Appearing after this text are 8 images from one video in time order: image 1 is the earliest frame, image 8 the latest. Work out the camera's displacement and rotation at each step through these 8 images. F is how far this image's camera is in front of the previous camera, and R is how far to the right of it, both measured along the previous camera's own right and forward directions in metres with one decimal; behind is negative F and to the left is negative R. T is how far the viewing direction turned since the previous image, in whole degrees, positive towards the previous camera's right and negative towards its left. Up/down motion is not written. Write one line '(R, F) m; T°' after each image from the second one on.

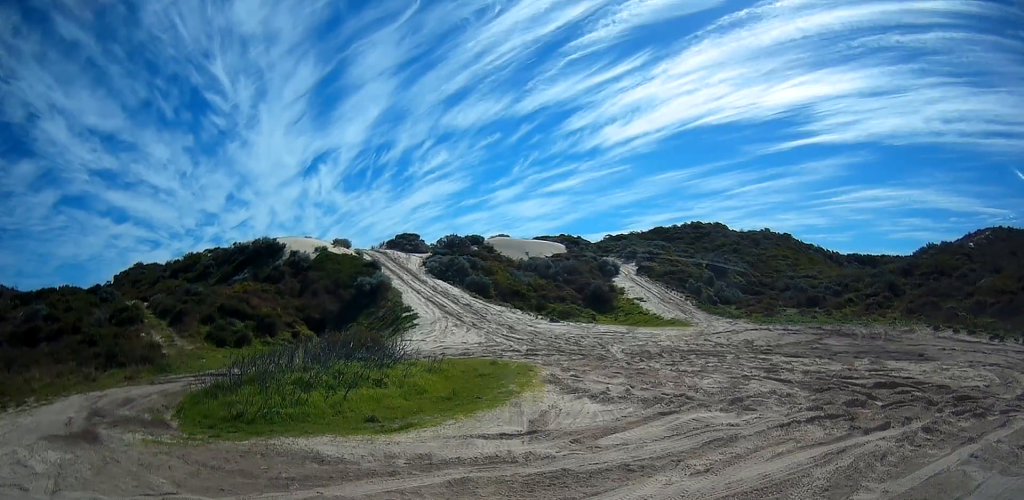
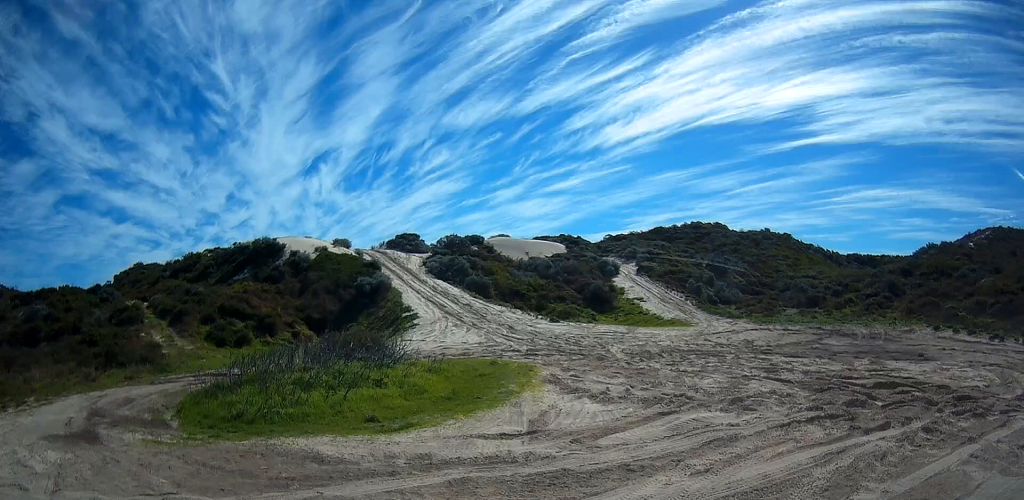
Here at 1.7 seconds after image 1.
(+0.1, +0.1) m; 0°
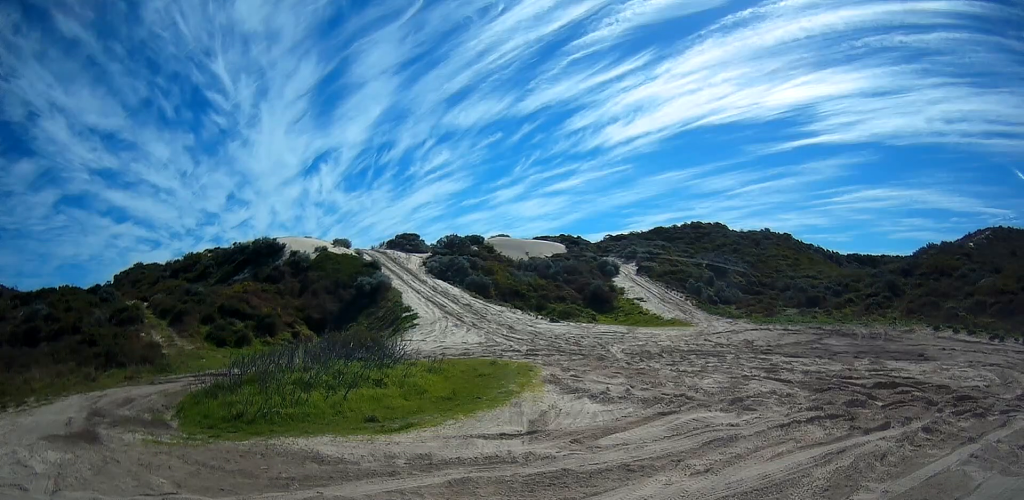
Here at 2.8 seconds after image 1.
(0.0, 0.0) m; 0°
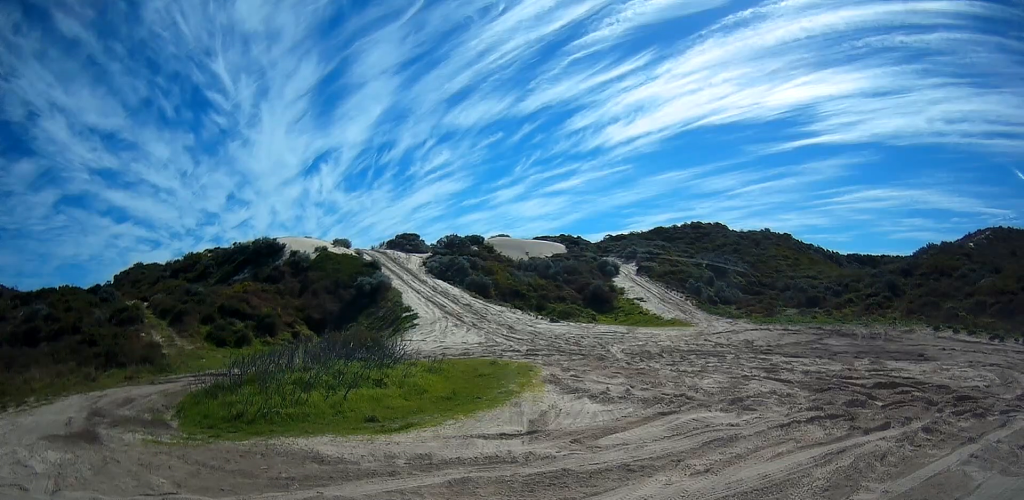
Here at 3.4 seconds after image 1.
(0.0, 0.0) m; 0°
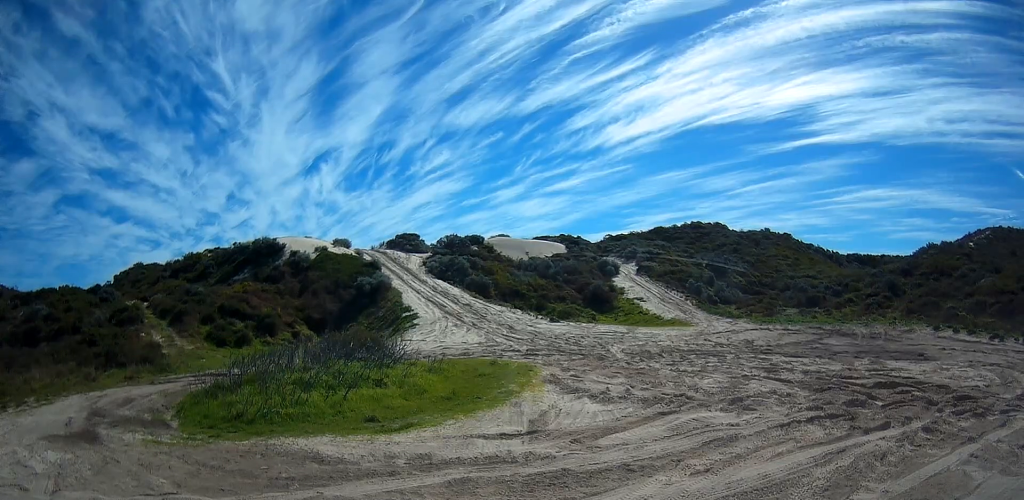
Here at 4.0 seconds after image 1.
(0.0, 0.0) m; 0°
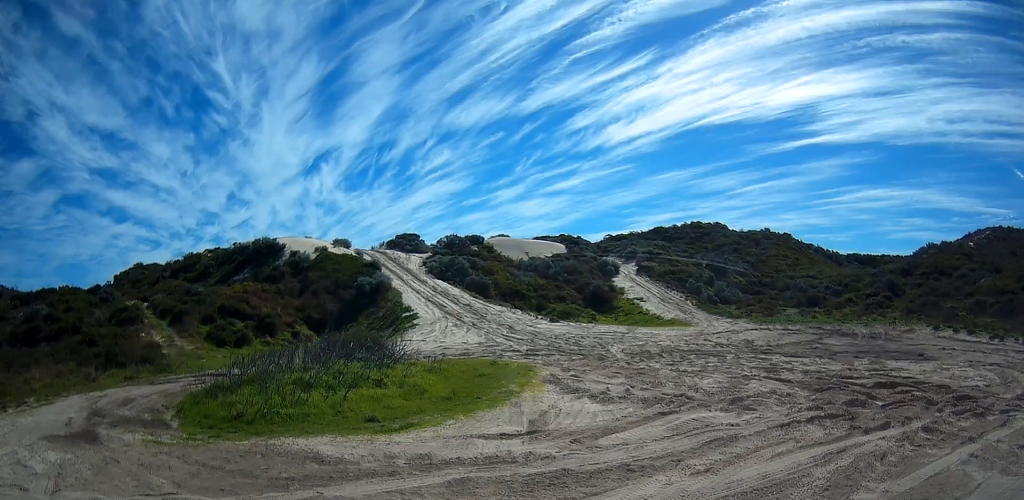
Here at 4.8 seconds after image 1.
(0.0, 0.0) m; 0°
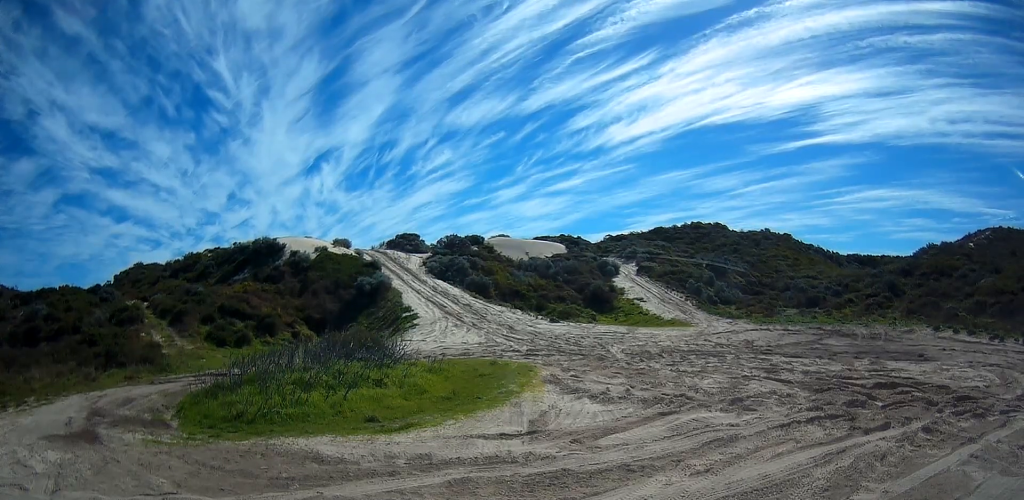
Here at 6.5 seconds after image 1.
(-0.1, -0.1) m; 0°
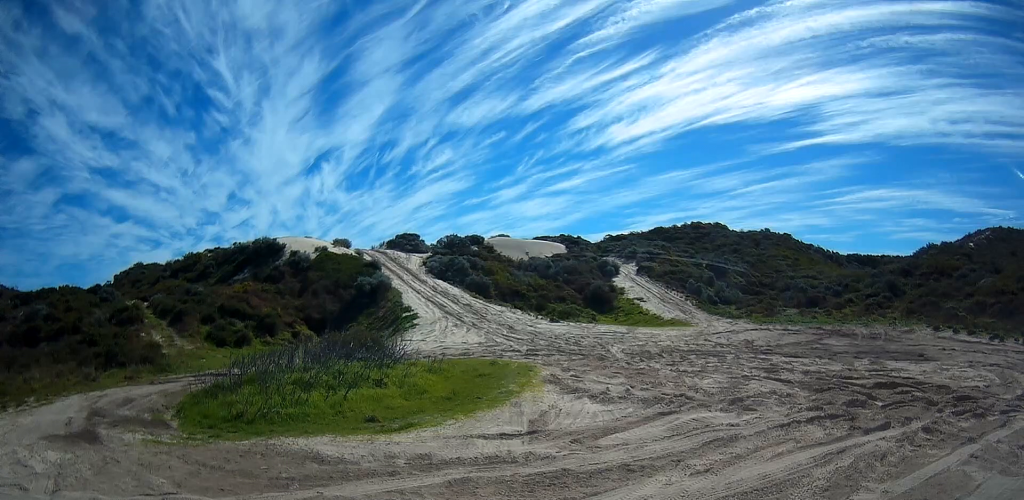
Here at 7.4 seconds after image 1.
(0.0, -0.1) m; 0°
